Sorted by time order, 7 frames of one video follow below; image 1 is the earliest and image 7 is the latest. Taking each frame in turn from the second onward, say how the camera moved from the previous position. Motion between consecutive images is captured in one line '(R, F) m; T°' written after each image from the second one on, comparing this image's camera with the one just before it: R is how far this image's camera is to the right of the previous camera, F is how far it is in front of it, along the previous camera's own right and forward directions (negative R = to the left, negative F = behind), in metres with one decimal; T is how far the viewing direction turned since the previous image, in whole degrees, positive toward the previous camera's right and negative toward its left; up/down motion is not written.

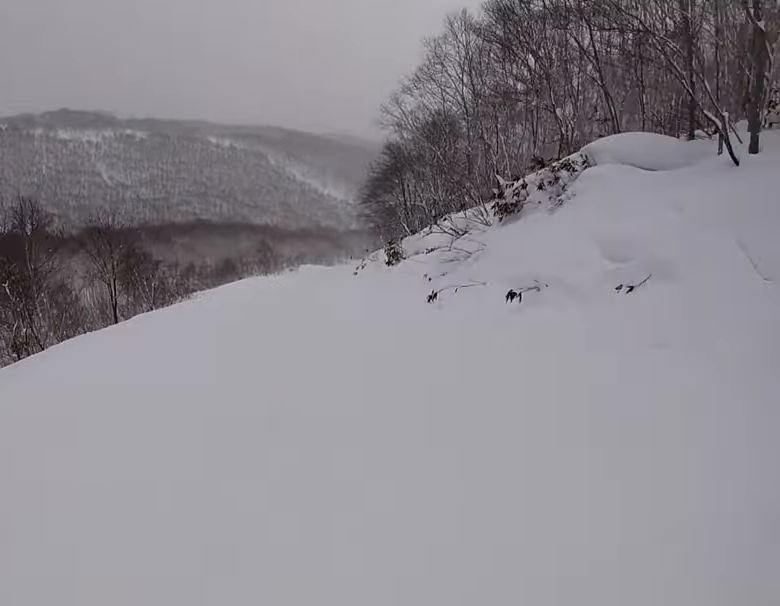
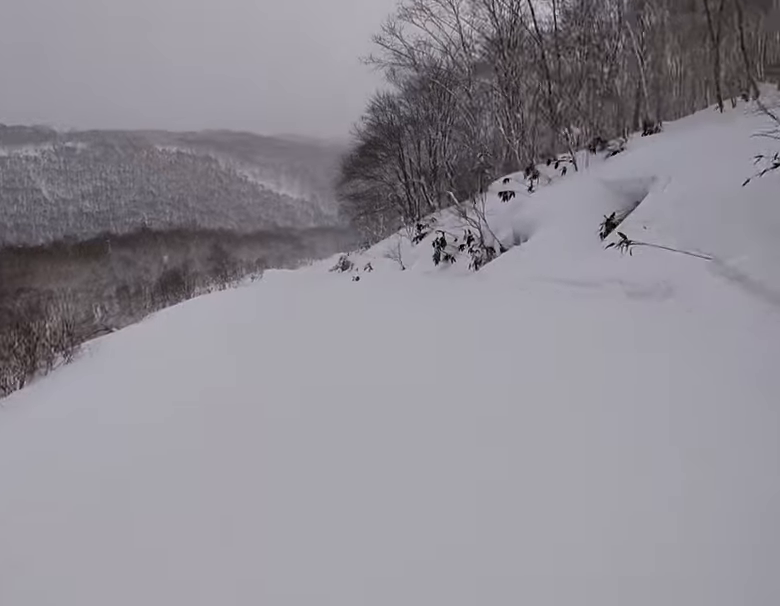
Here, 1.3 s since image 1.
(-0.1, +14.4) m; +5°
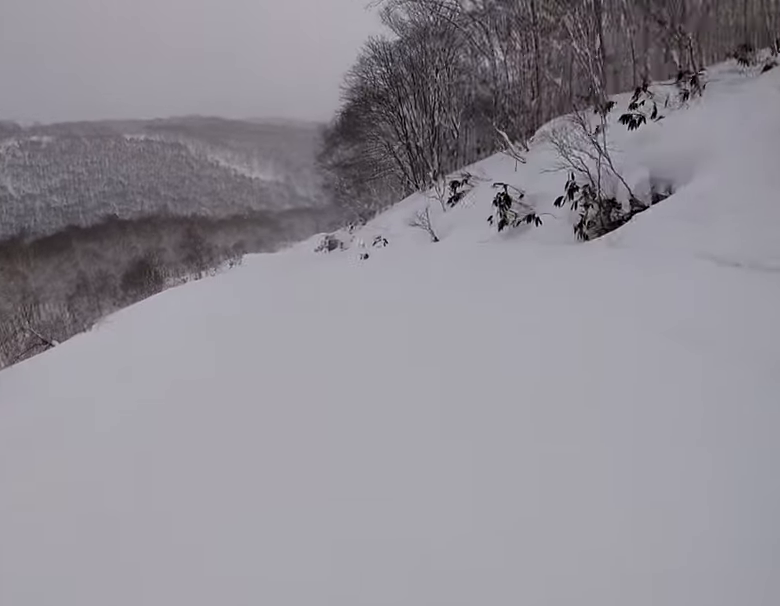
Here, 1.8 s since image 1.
(+0.3, +5.4) m; +3°
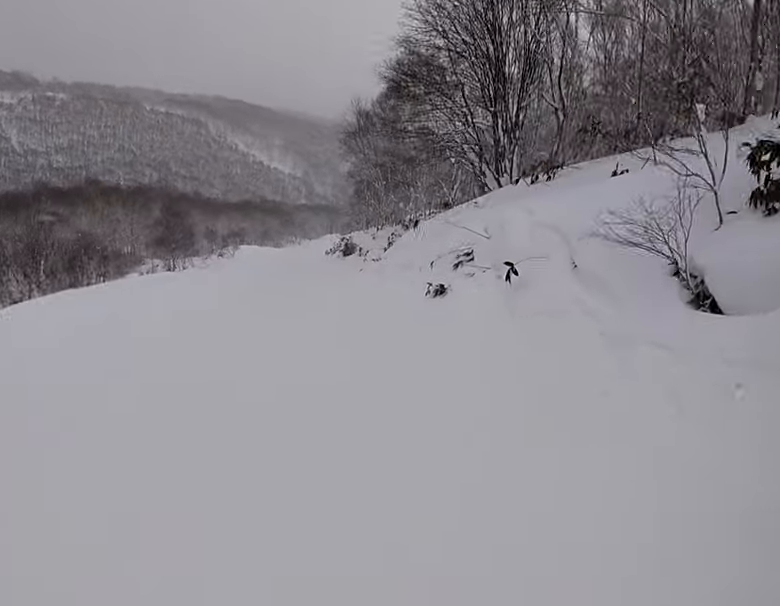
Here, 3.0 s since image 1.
(0.0, +12.3) m; -2°
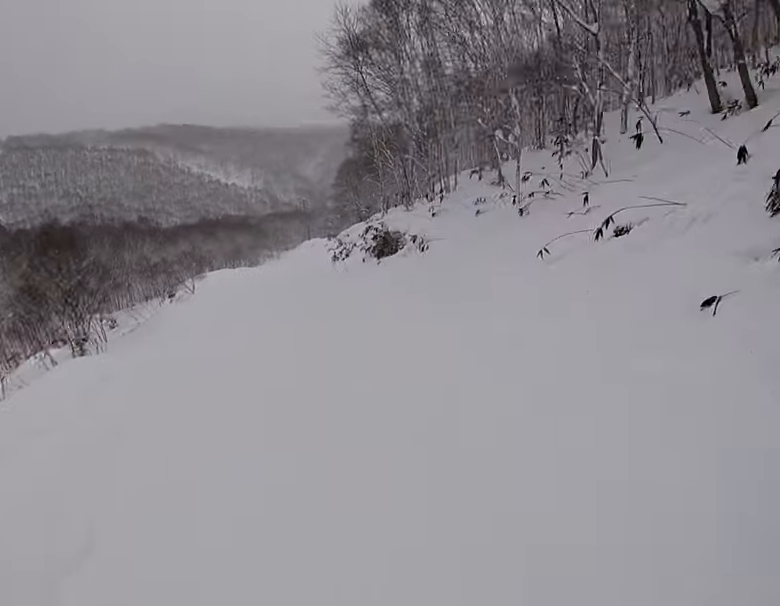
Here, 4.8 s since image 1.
(-2.3, +19.2) m; +2°
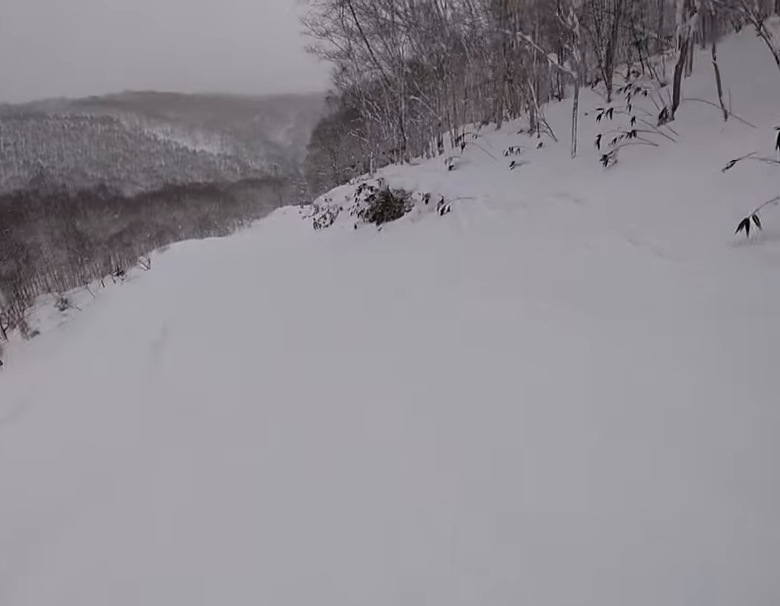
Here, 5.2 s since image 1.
(+1.2, +5.1) m; +4°
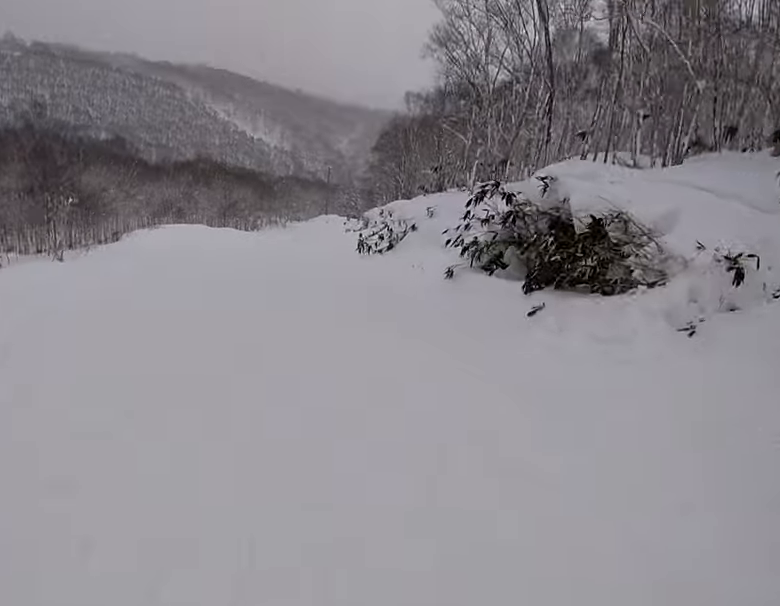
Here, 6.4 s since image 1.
(+1.0, +13.2) m; 0°
